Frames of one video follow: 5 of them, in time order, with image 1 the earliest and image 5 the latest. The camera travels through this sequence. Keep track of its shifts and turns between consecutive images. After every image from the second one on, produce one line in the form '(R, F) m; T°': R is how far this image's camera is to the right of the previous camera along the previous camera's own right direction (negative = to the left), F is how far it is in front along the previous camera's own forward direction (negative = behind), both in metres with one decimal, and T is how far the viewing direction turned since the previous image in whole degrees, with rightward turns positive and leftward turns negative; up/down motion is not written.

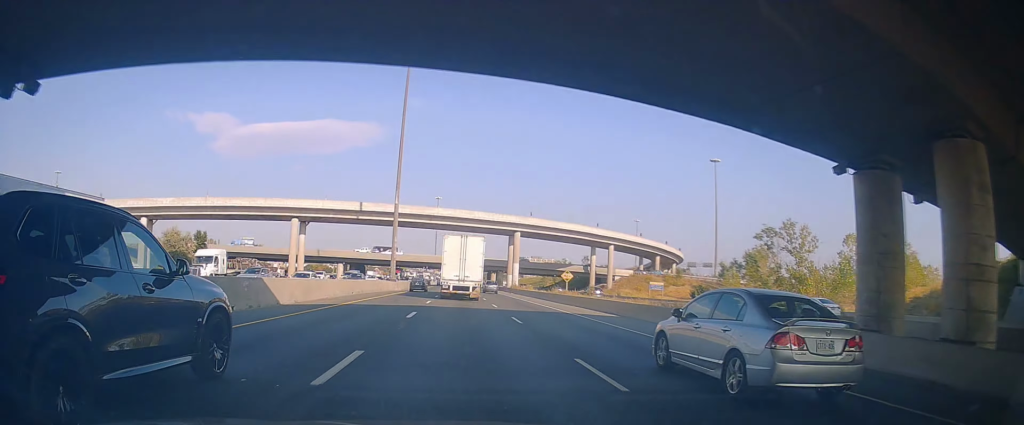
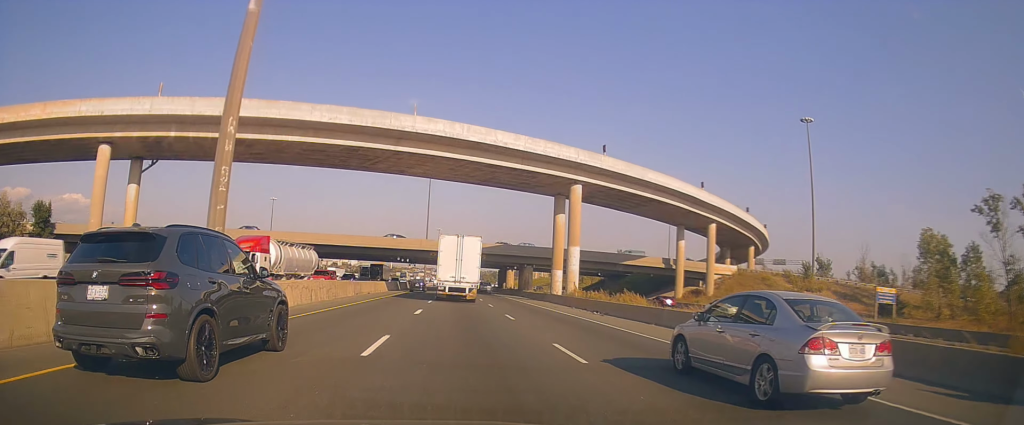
(-0.7, +54.7) m; -1°
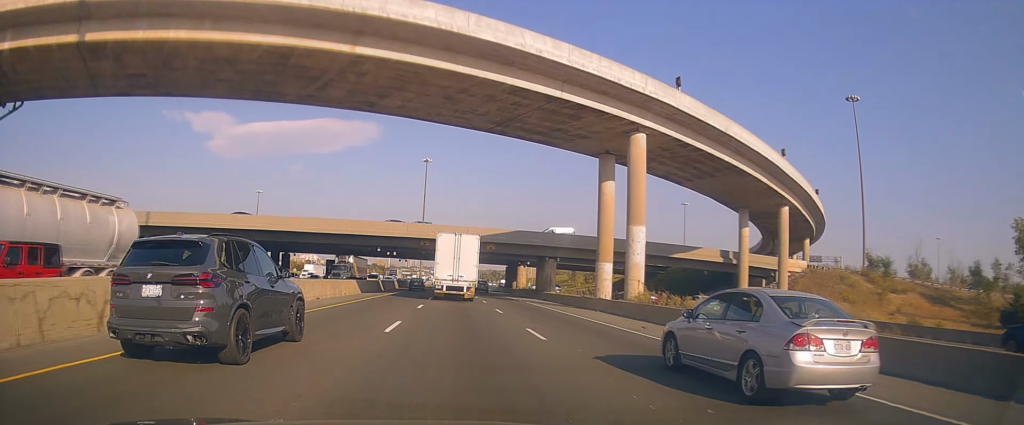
(0.0, +19.2) m; +1°
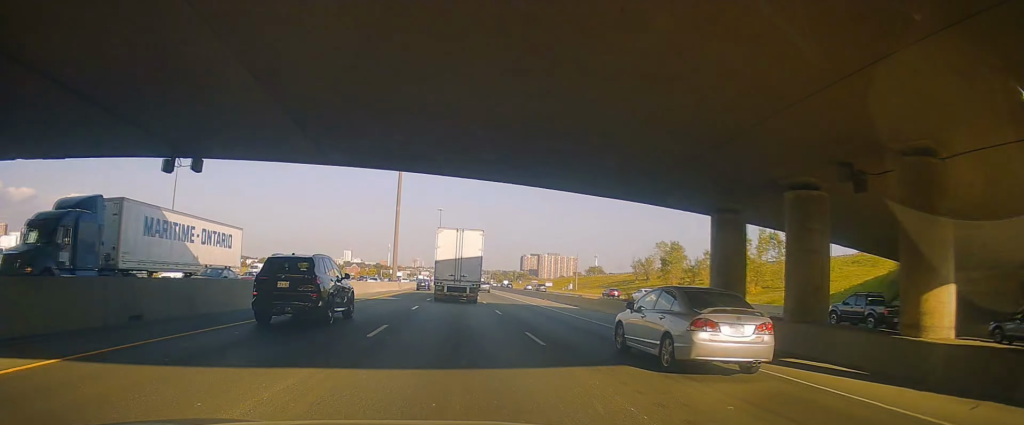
(+1.1, +82.8) m; 0°
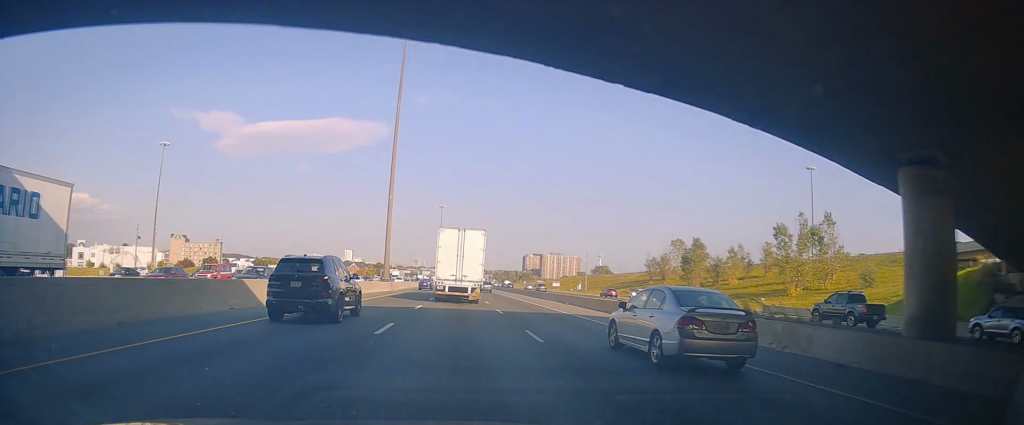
(-0.2, +10.9) m; -1°
